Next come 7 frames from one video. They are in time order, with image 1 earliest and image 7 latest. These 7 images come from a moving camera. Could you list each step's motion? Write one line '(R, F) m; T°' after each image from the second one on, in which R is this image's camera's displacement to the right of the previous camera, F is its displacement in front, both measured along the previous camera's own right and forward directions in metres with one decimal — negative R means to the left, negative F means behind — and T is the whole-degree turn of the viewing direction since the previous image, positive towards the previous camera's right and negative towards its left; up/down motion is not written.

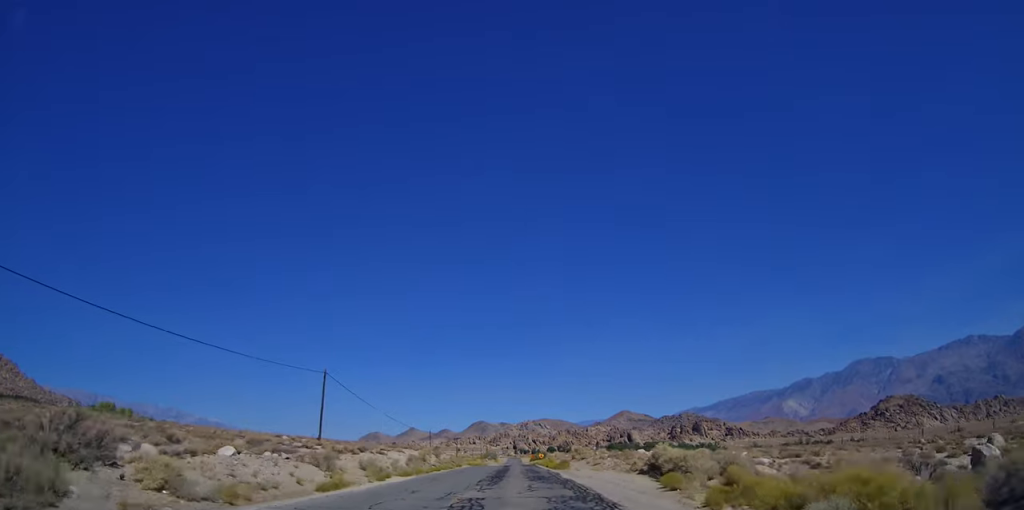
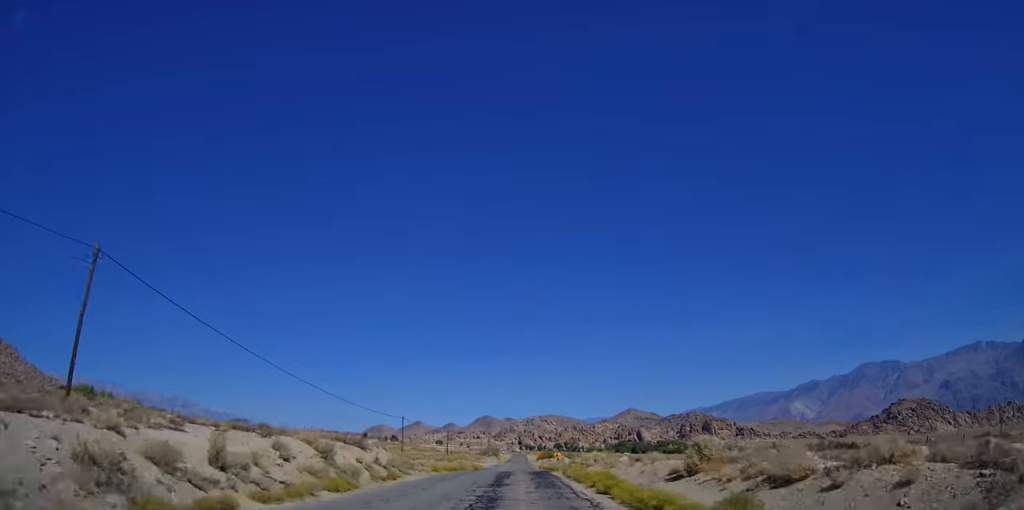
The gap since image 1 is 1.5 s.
(-0.3, +30.7) m; -1°
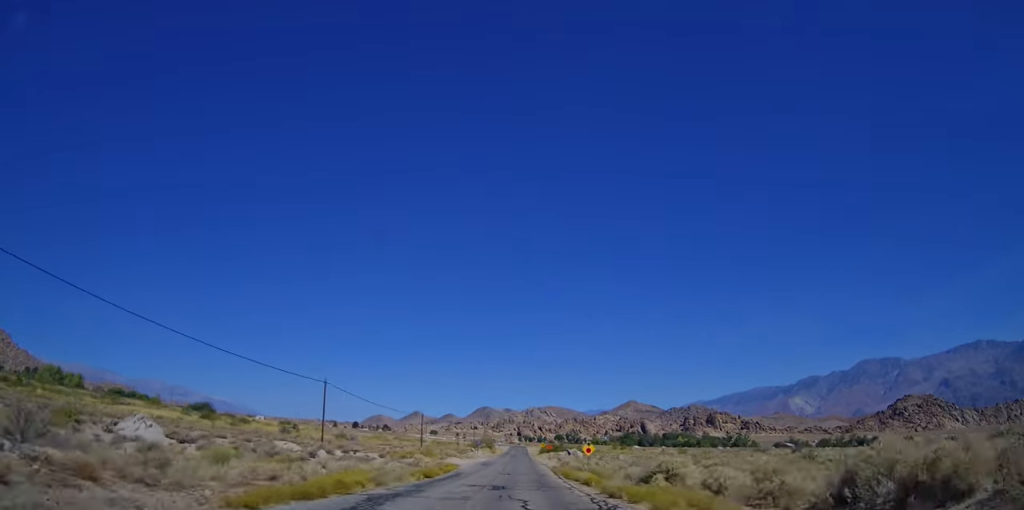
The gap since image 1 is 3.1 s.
(0.0, +32.9) m; 0°
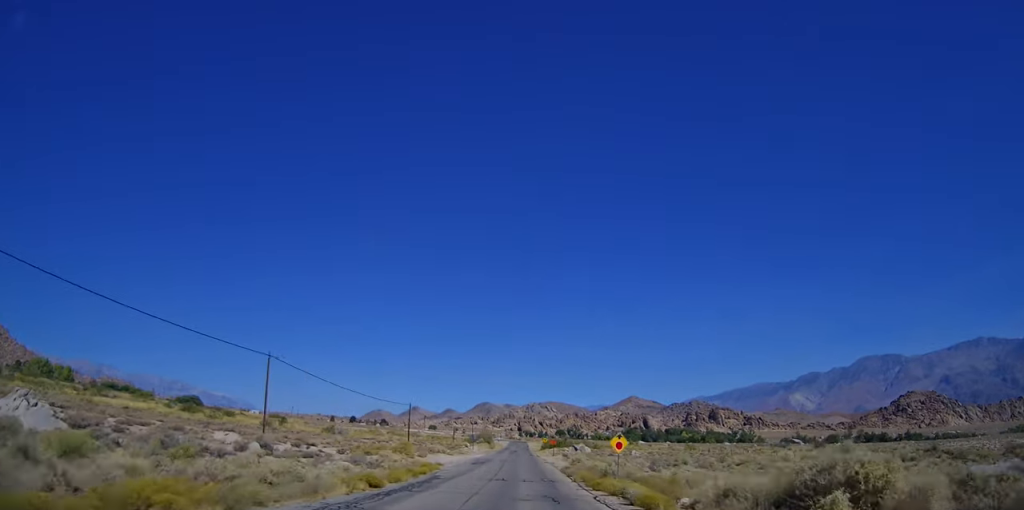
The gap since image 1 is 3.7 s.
(0.0, +11.7) m; 0°
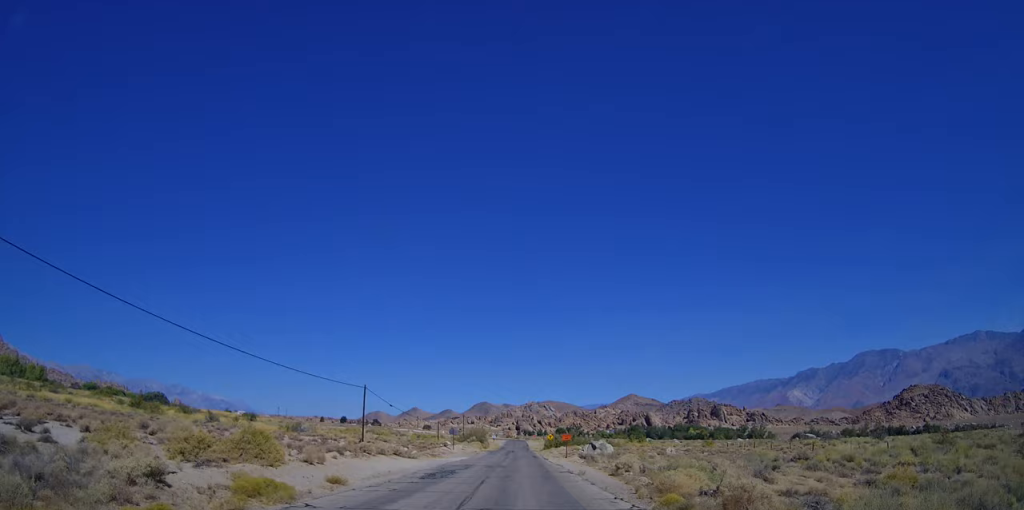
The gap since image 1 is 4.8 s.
(+0.4, +24.2) m; +2°
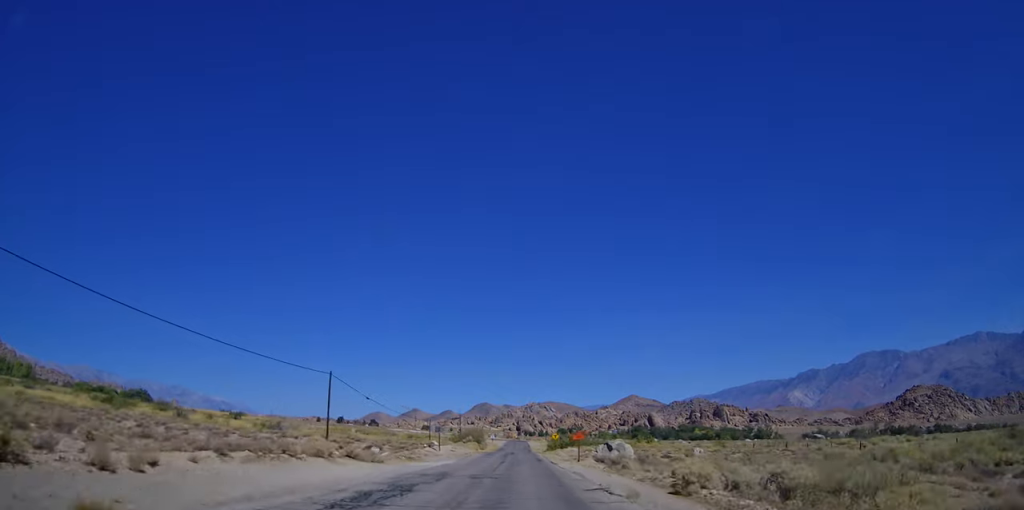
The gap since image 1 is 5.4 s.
(+0.5, +11.7) m; 0°
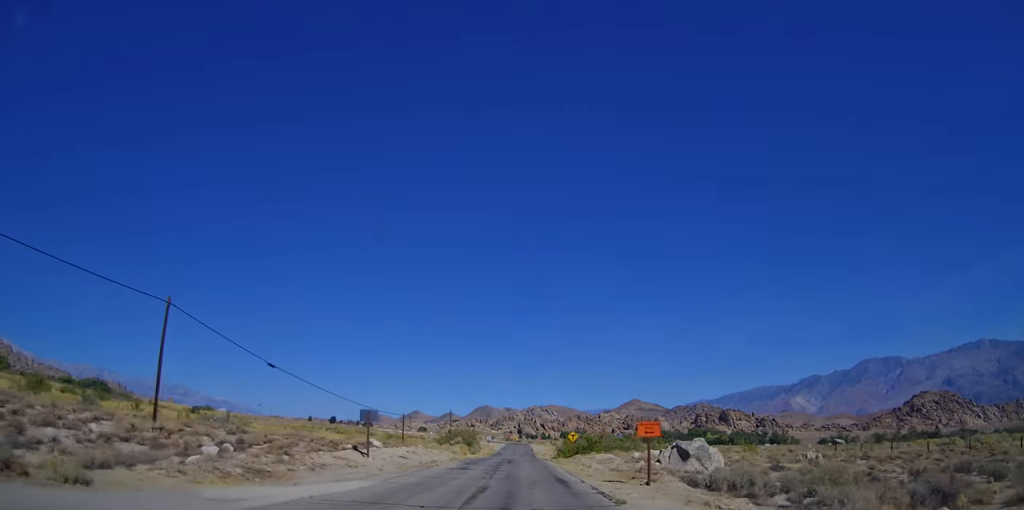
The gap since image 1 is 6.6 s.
(-0.8, +25.4) m; -2°
